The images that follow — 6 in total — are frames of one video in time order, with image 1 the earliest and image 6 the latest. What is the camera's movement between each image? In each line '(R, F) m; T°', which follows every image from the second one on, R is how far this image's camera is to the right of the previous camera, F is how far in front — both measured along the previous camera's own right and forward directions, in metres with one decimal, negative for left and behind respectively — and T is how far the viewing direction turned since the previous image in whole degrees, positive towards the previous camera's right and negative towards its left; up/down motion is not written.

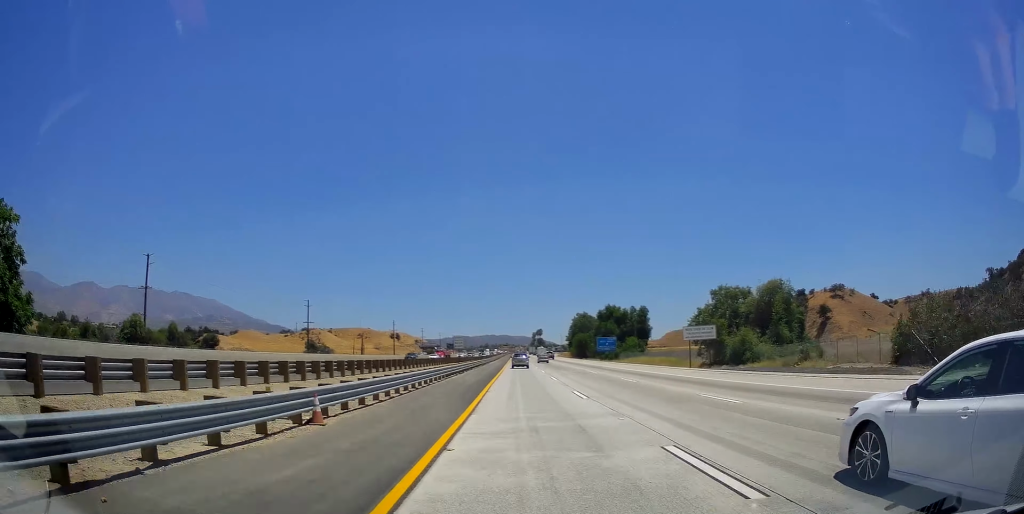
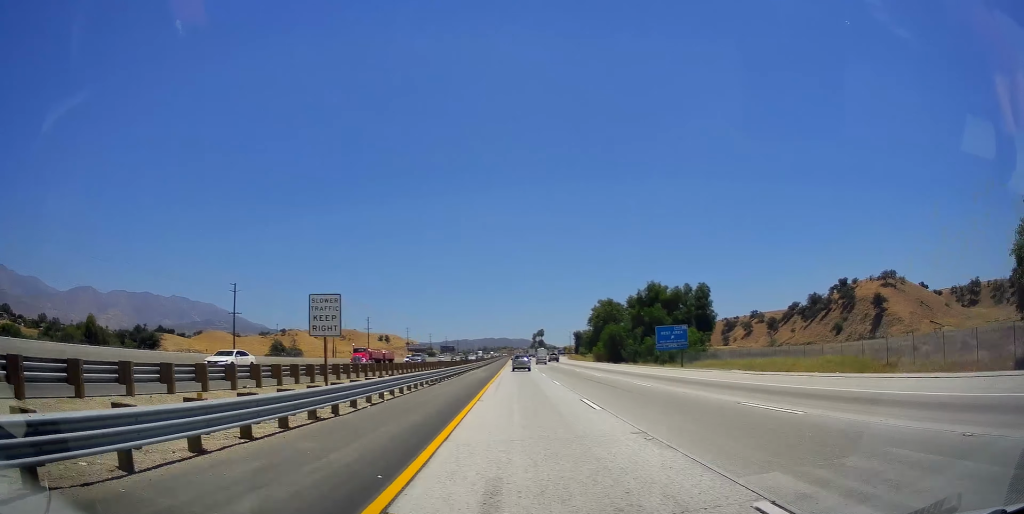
(+0.3, +46.2) m; +1°
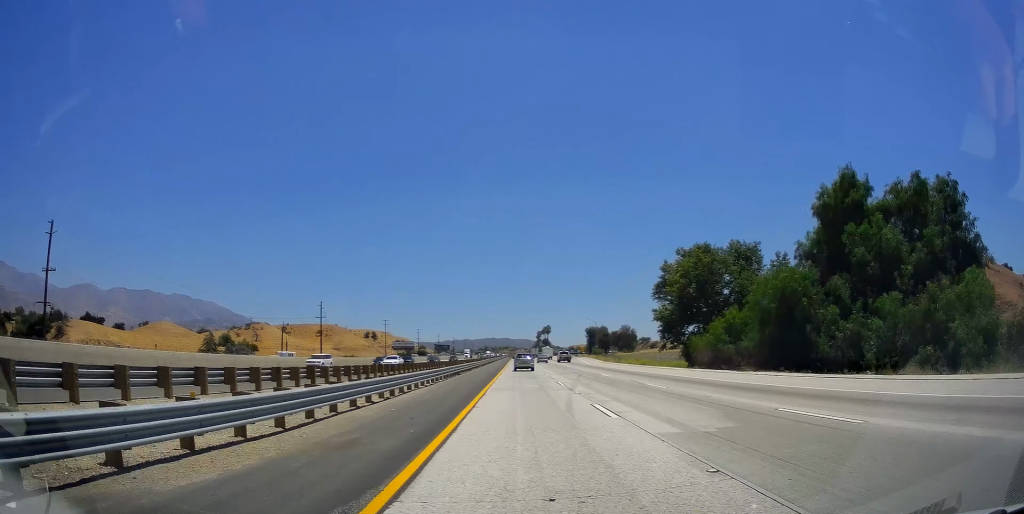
(-0.3, +59.8) m; -1°
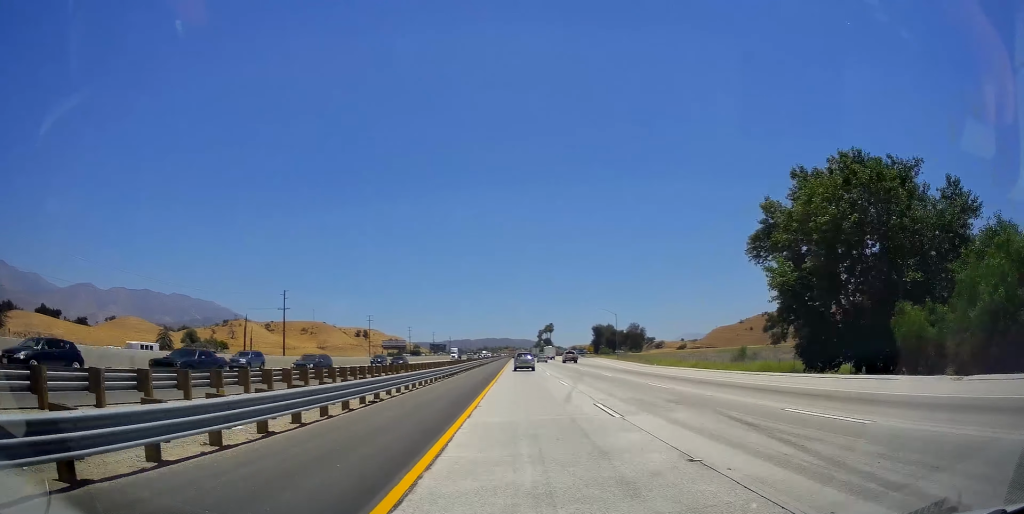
(+0.1, +31.9) m; 0°
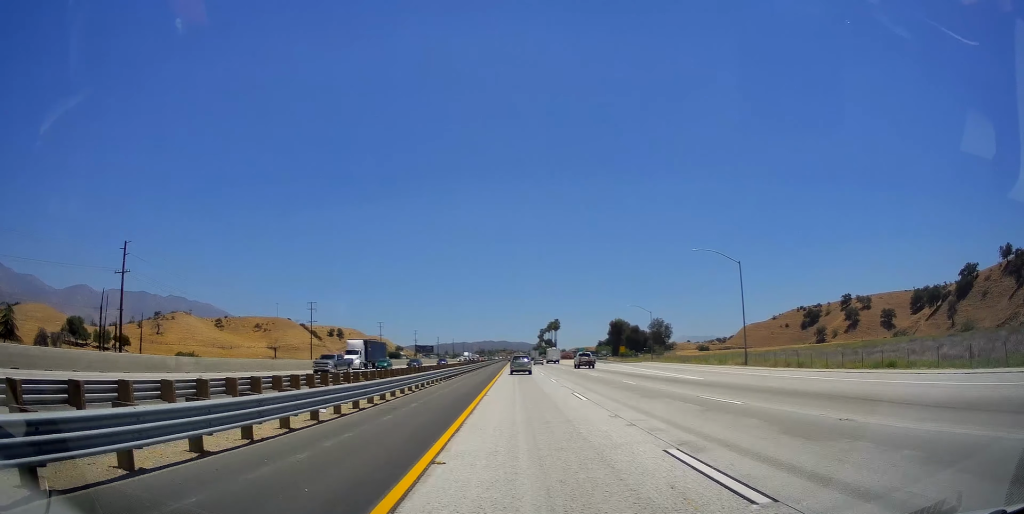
(0.0, +67.4) m; 0°
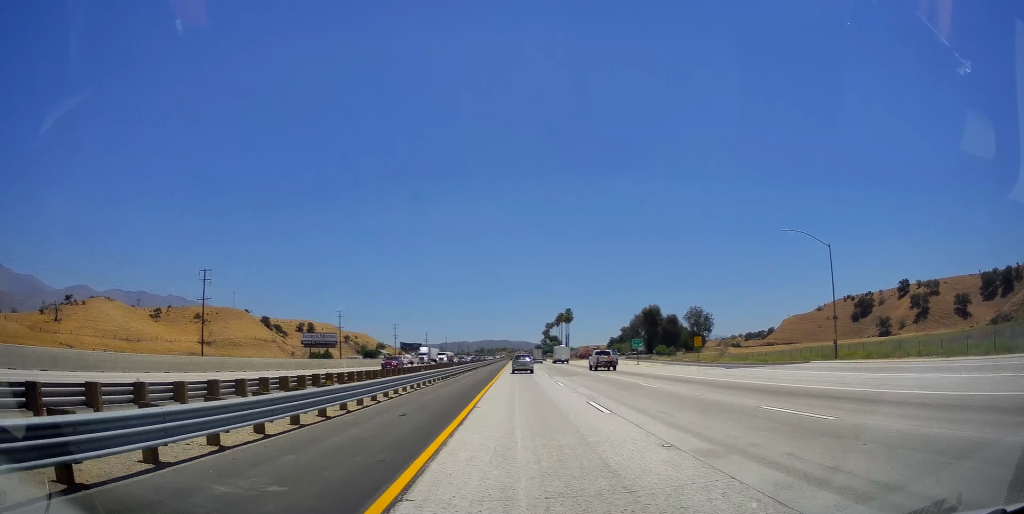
(+0.4, +63.3) m; 0°
